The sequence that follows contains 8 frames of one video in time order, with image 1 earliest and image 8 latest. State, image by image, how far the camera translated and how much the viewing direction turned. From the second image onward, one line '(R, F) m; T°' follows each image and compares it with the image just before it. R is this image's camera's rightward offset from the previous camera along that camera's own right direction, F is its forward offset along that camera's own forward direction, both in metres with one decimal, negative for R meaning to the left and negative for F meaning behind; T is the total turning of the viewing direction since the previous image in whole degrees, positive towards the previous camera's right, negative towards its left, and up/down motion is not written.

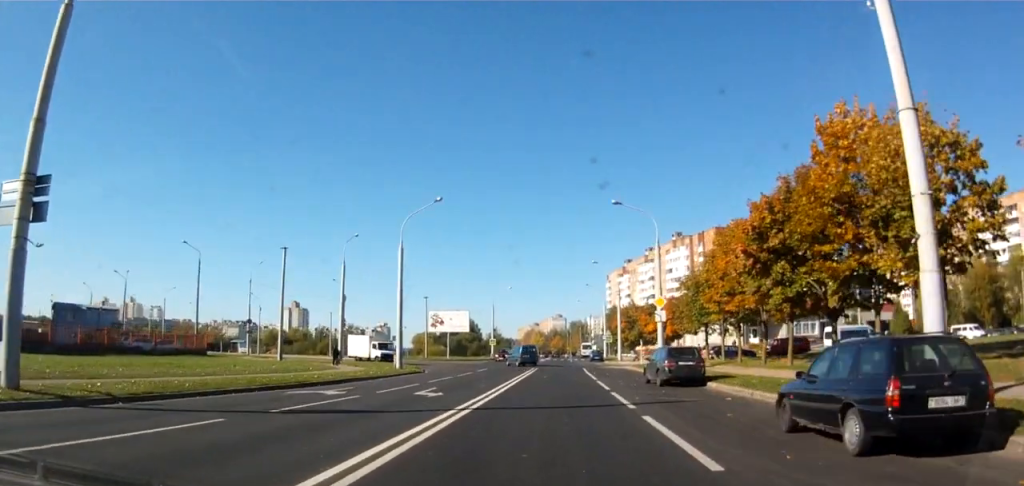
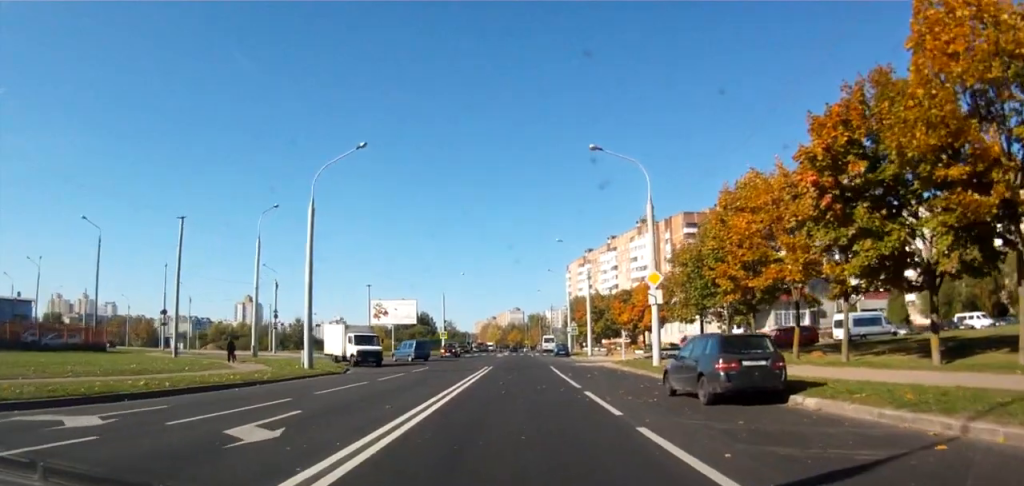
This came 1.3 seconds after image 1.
(+0.4, +9.3) m; +5°
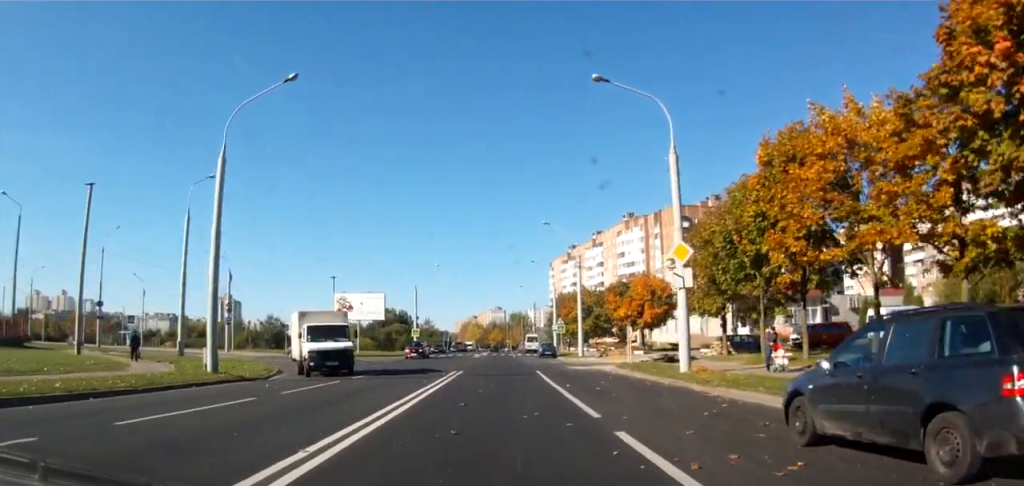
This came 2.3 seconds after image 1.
(+0.3, +8.8) m; +2°
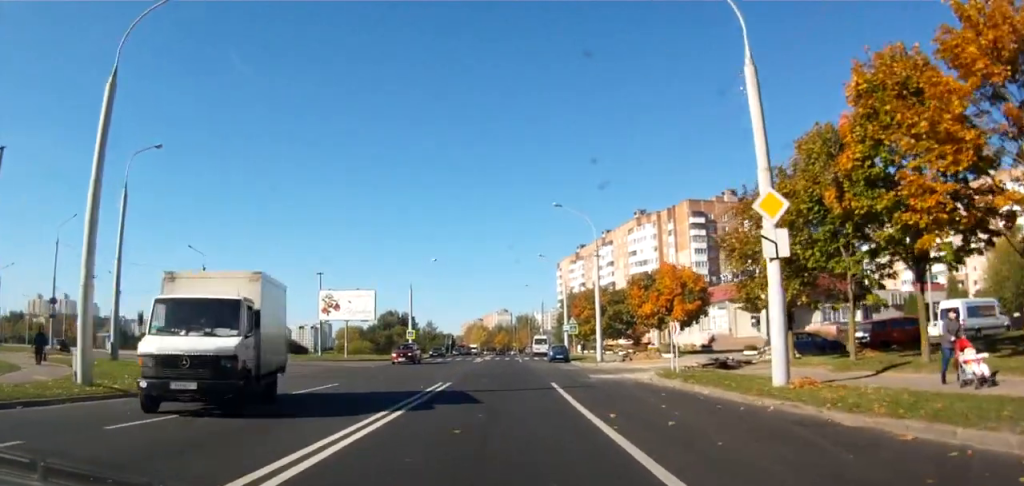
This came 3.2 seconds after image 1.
(0.0, +8.9) m; 0°
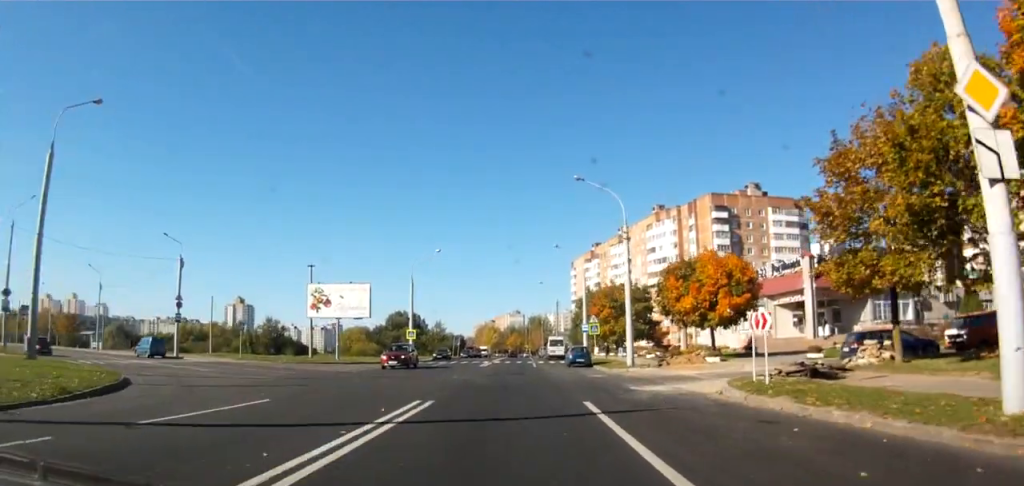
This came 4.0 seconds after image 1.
(0.0, +8.5) m; +1°
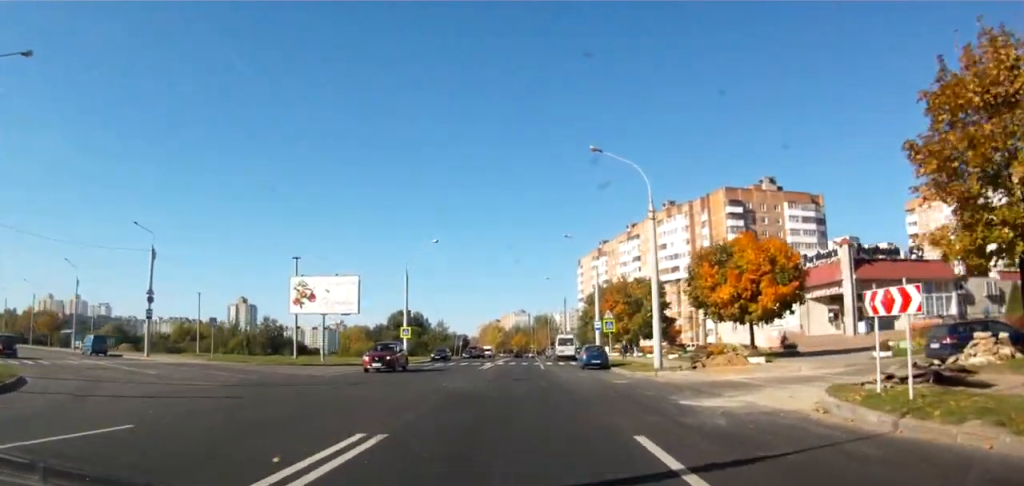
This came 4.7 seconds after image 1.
(0.0, +6.5) m; 0°
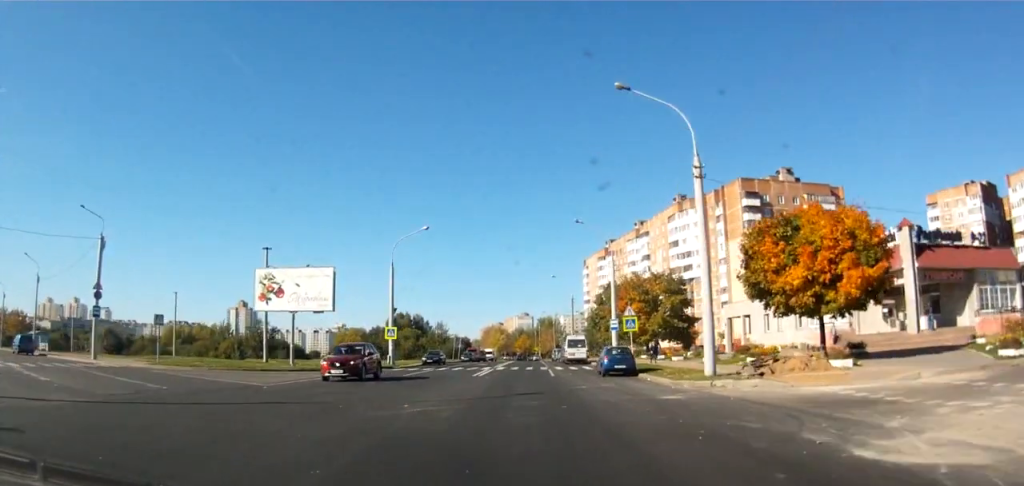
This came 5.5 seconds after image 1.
(+0.3, +8.1) m; -1°
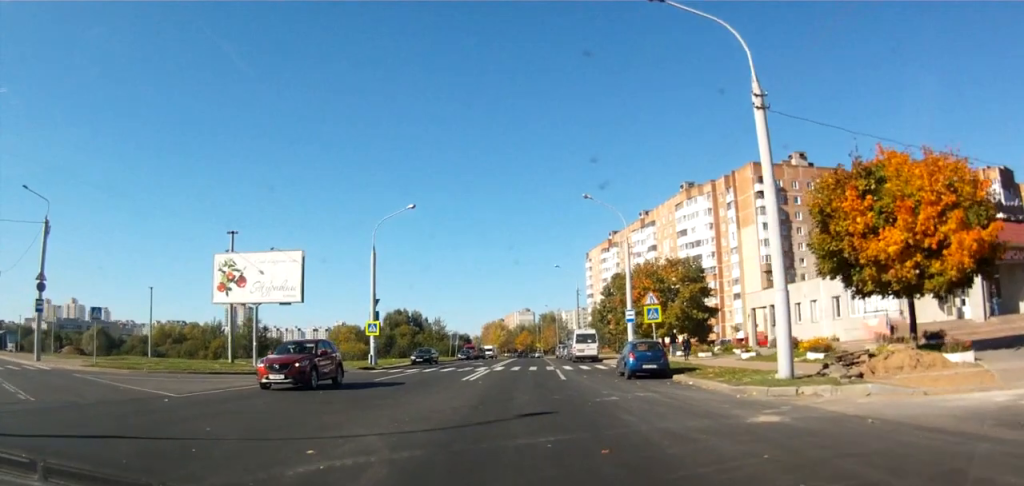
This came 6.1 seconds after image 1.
(-0.4, +6.6) m; -2°
